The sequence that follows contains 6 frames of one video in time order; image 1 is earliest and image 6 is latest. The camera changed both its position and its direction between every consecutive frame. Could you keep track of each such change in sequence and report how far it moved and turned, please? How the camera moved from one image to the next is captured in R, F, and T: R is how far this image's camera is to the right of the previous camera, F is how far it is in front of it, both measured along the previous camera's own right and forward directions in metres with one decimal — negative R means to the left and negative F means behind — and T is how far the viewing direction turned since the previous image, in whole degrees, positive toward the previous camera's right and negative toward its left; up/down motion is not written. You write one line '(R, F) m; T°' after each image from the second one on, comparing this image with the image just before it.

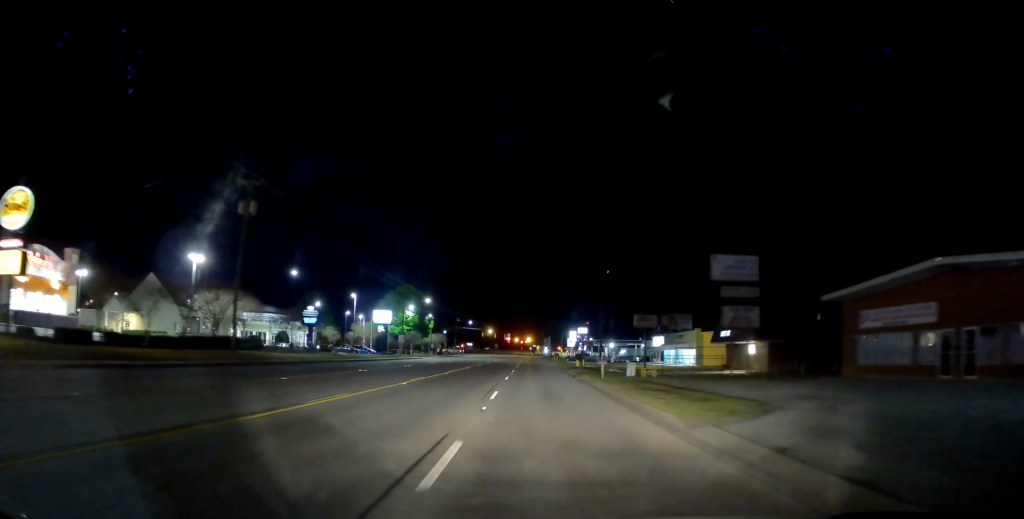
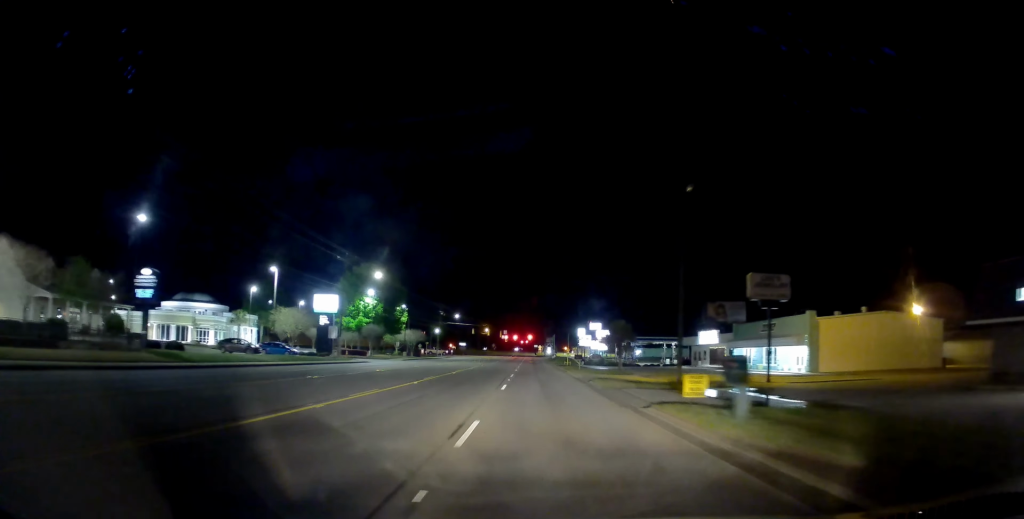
(-0.1, +35.0) m; -1°
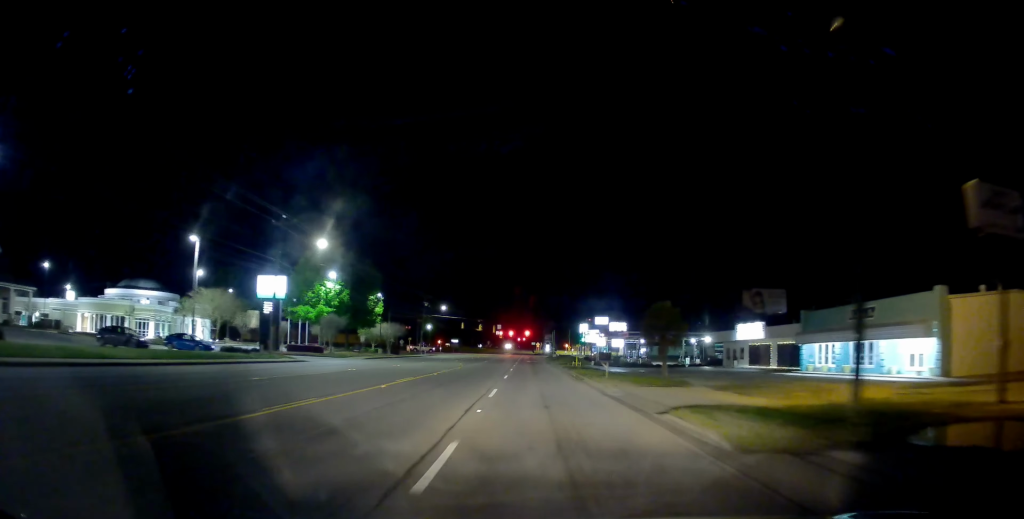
(+0.4, +18.3) m; +2°
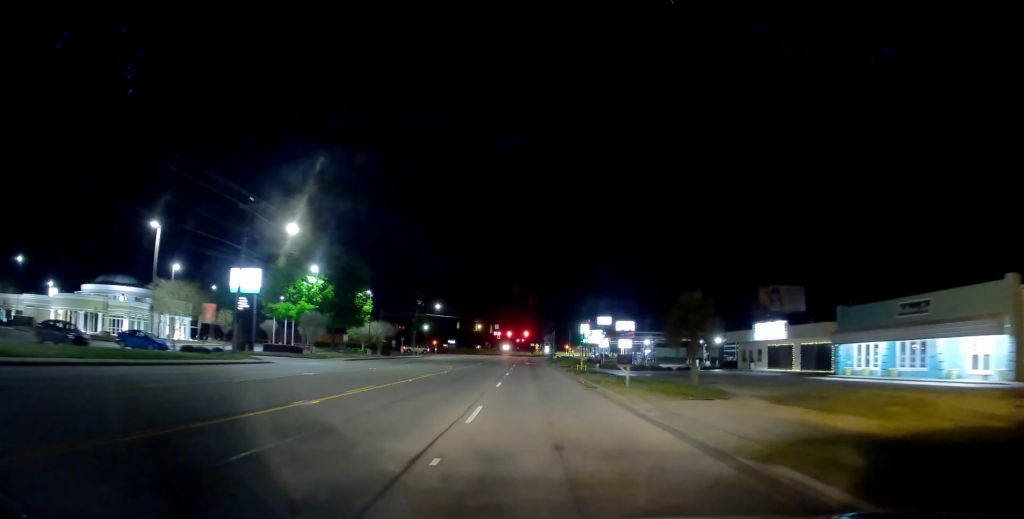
(0.0, +6.5) m; -1°
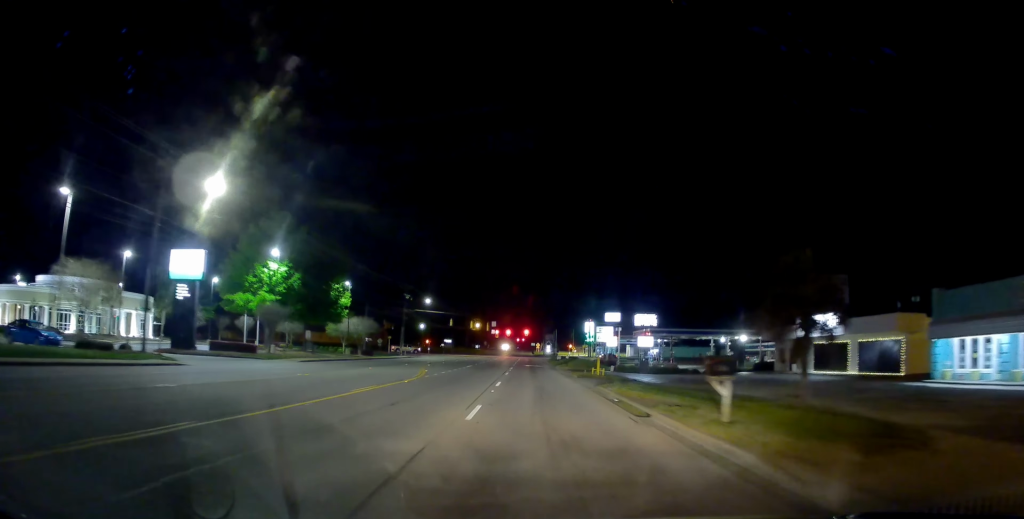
(0.0, +11.8) m; -2°
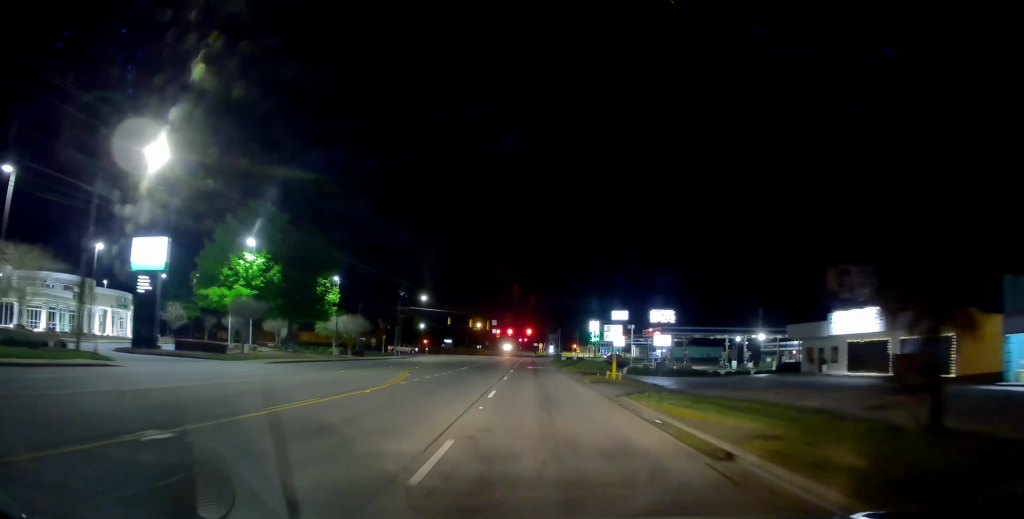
(-0.3, +6.2) m; +1°
